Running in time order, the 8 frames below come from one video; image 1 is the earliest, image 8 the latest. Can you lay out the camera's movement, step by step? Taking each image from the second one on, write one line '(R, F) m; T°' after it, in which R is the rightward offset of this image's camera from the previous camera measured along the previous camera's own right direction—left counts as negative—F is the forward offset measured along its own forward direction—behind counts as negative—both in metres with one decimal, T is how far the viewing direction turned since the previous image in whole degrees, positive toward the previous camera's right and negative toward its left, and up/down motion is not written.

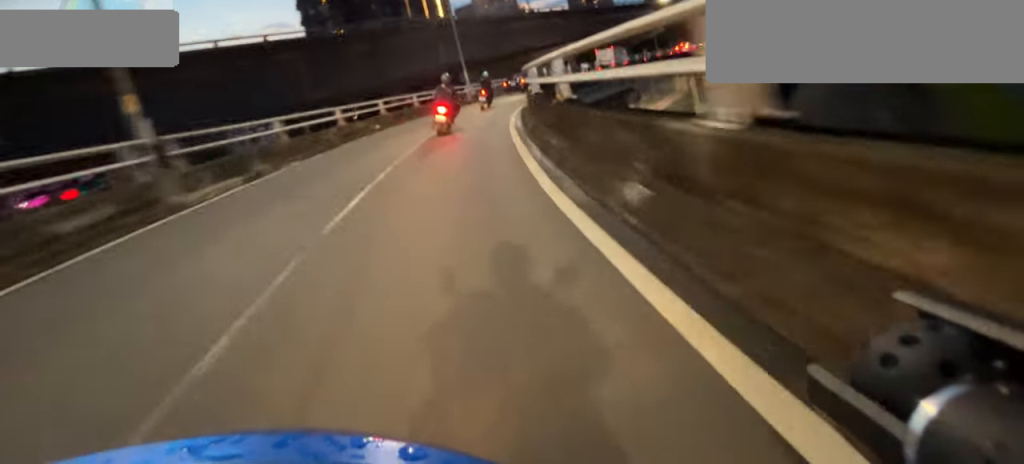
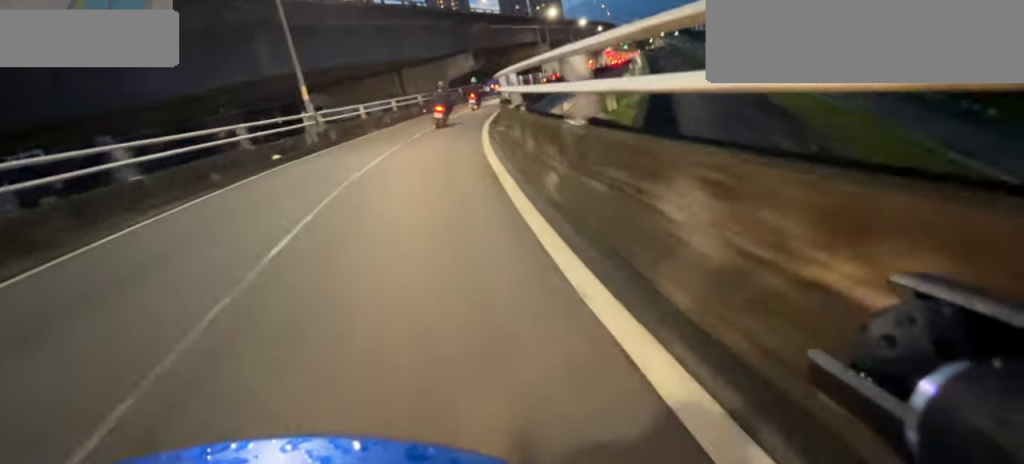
(+2.4, +11.4) m; +21°
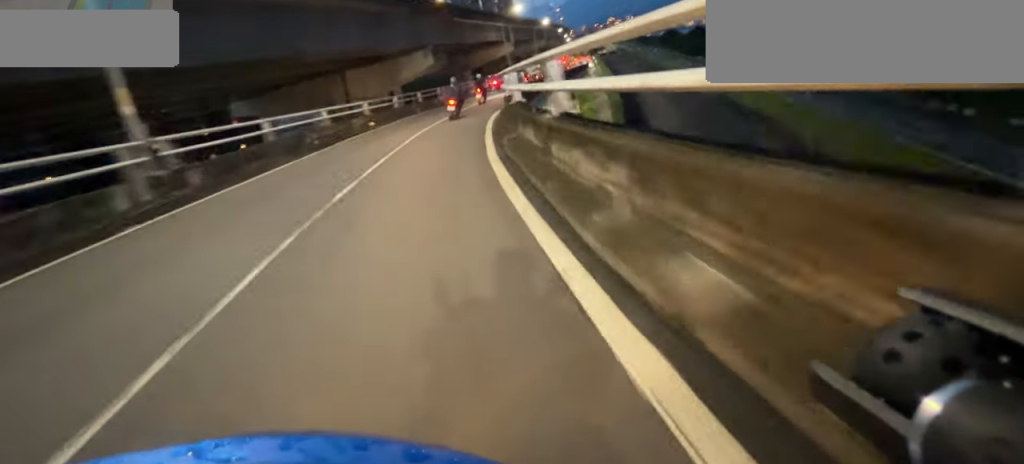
(+0.4, +6.7) m; +3°
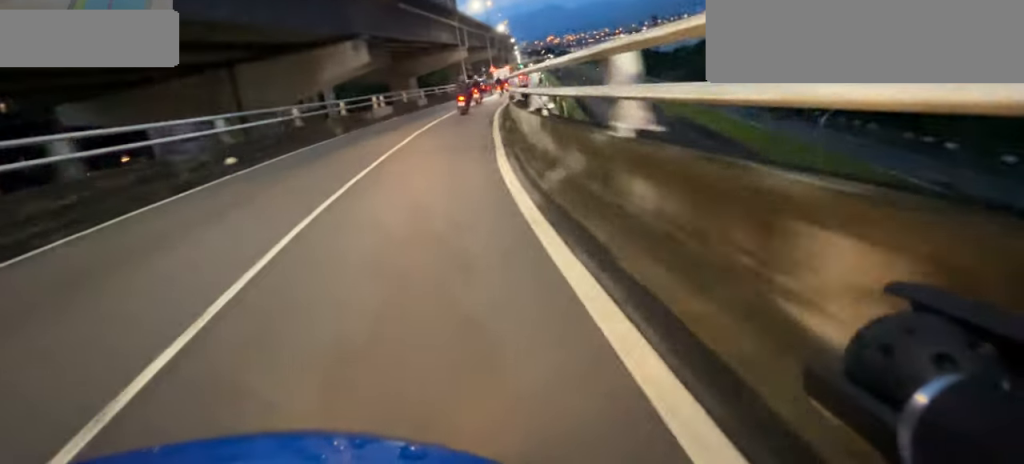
(0.0, +9.1) m; +4°
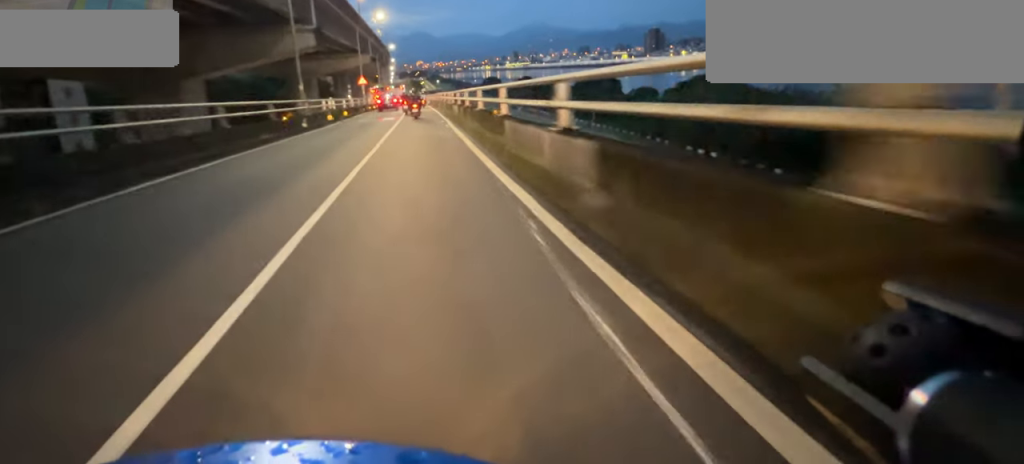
(+5.0, +24.9) m; +17°
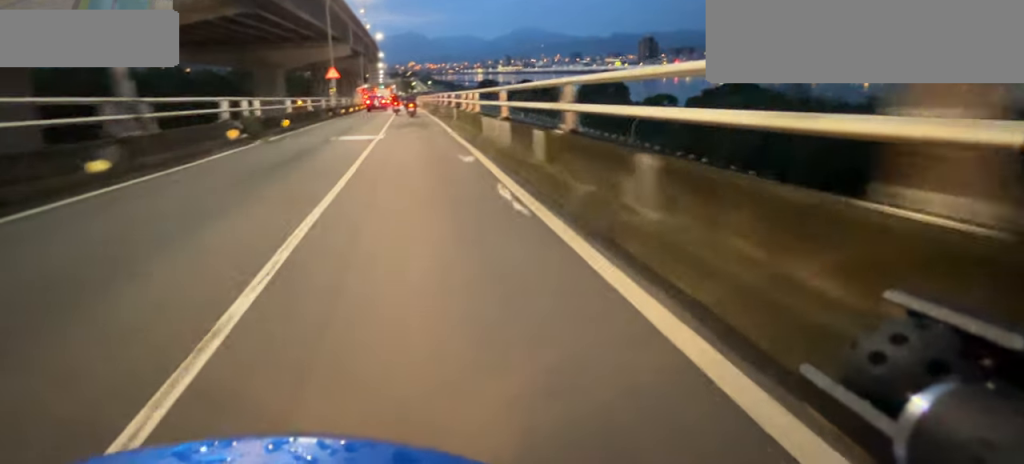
(0.0, +13.0) m; 0°
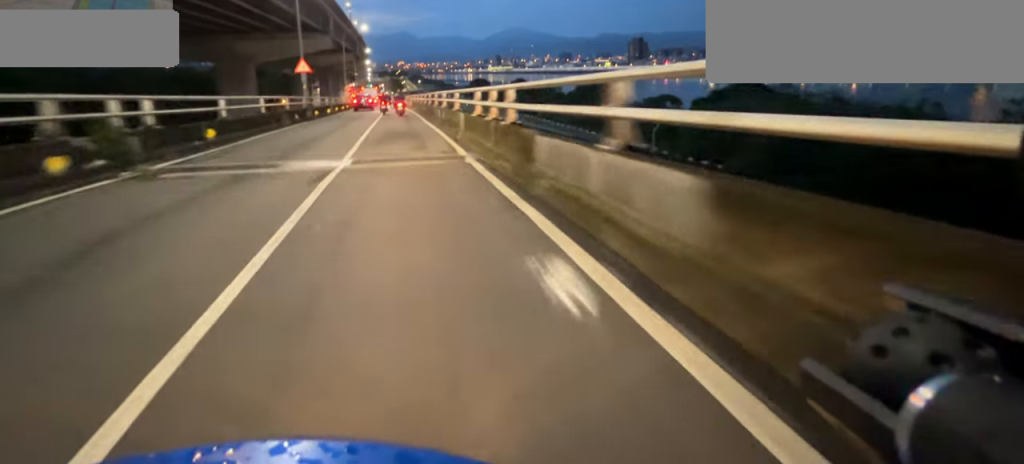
(0.0, +6.5) m; 0°
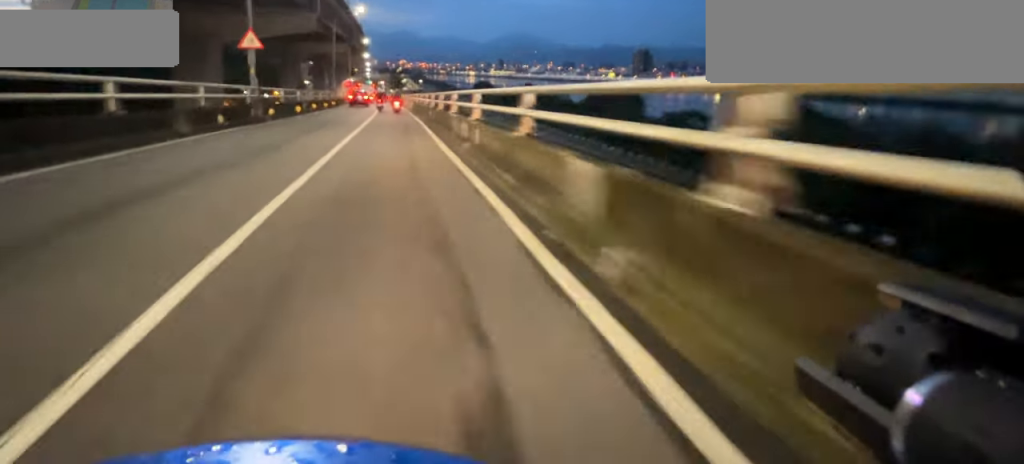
(0.0, +10.8) m; -1°
